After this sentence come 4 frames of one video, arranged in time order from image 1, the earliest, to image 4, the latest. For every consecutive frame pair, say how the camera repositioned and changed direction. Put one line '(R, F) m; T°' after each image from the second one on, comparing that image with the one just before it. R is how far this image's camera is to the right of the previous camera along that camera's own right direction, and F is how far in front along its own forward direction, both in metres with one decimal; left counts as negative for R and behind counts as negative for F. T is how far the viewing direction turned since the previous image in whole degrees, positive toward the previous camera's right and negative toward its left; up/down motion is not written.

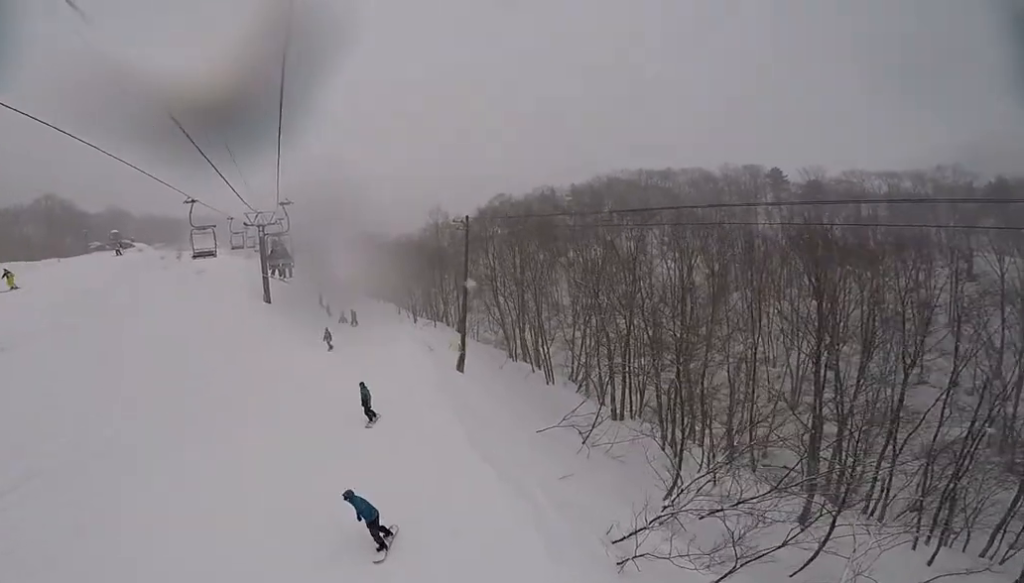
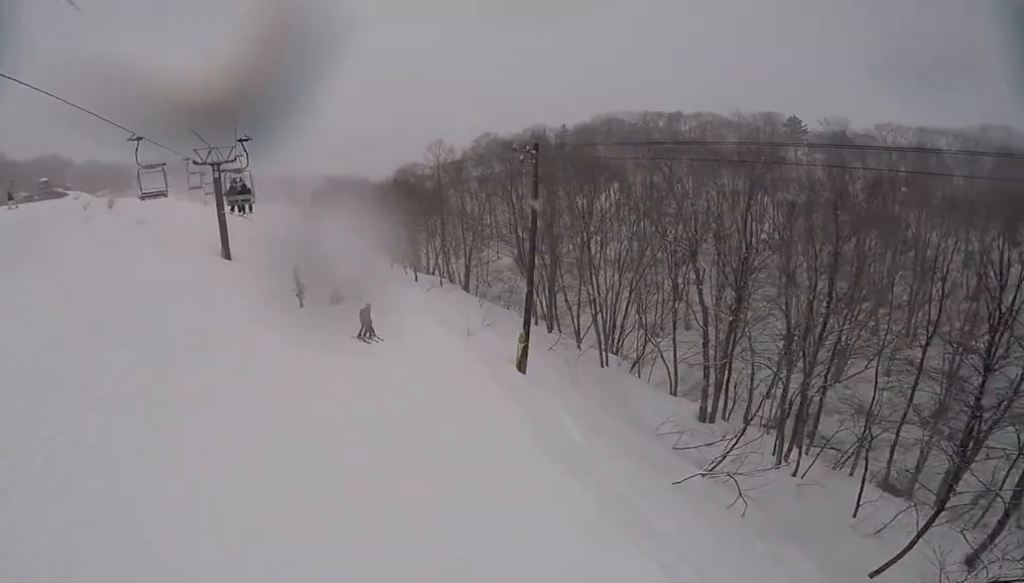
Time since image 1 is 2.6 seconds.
(+0.2, +10.6) m; +1°
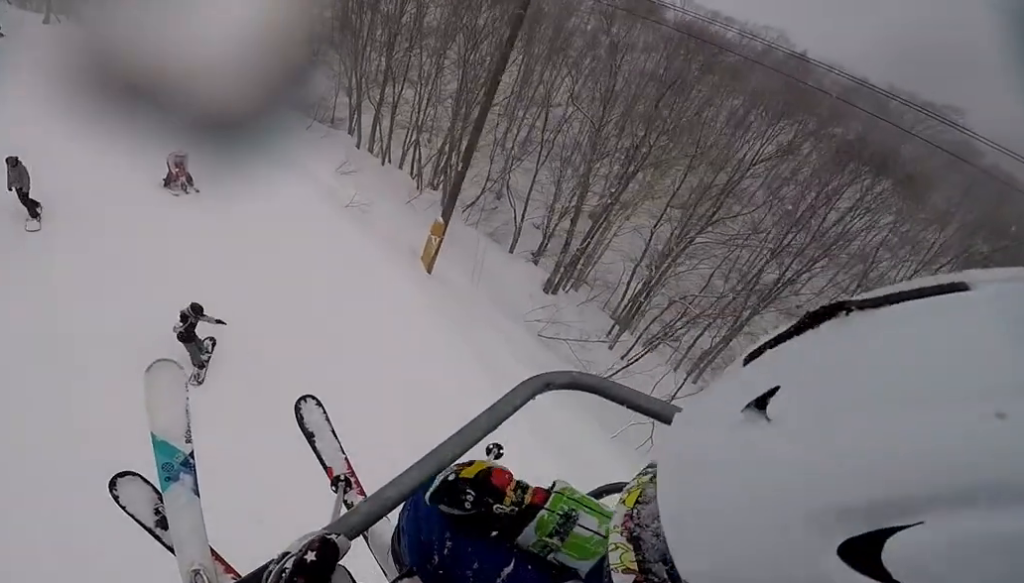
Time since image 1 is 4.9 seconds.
(0.0, +9.0) m; 0°
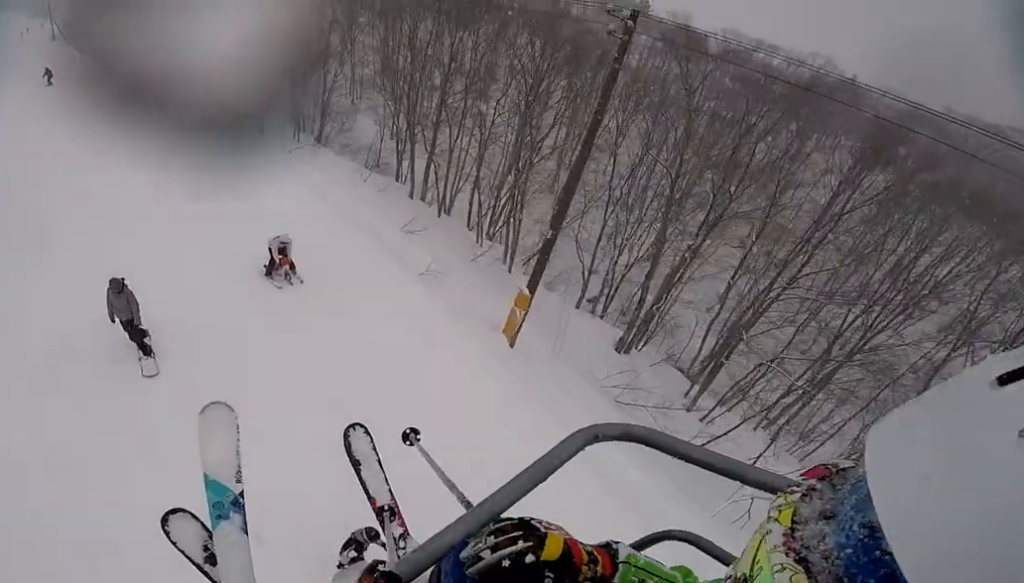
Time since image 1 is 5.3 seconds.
(0.0, +1.6) m; 0°
